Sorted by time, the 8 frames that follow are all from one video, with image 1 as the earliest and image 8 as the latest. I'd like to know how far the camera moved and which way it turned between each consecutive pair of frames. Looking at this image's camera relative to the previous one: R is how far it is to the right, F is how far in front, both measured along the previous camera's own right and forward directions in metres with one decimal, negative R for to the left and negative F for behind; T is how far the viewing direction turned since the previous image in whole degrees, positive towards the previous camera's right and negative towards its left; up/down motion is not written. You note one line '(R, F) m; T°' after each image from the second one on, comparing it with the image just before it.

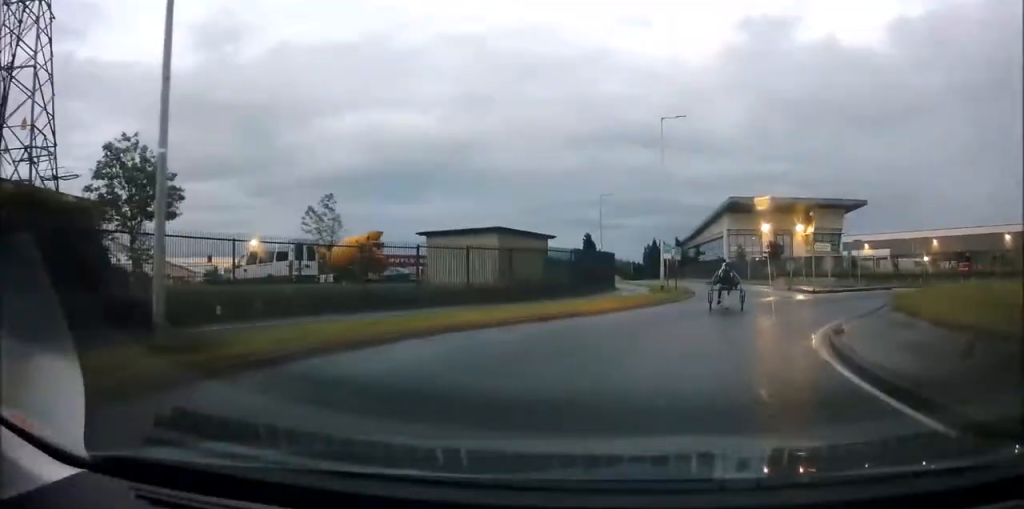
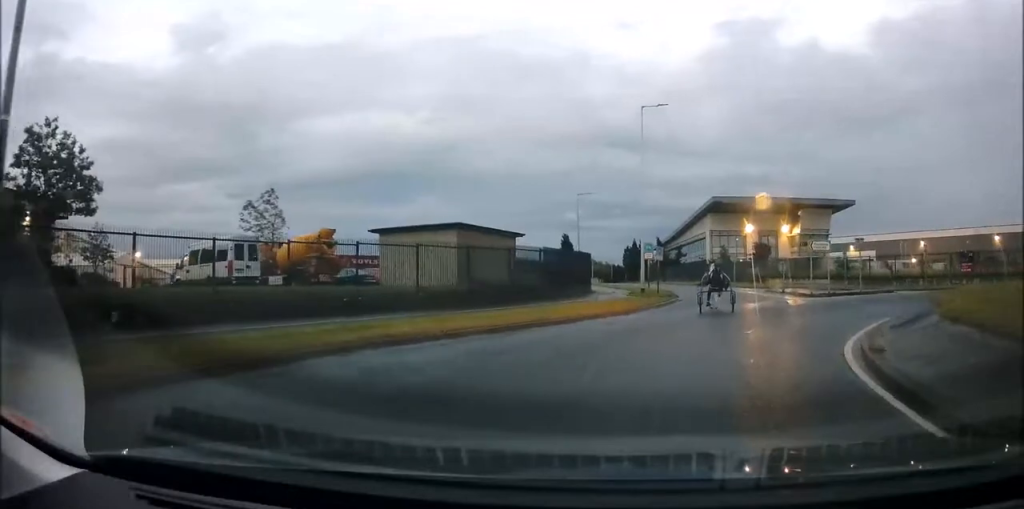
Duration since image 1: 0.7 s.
(+0.1, +3.1) m; +3°
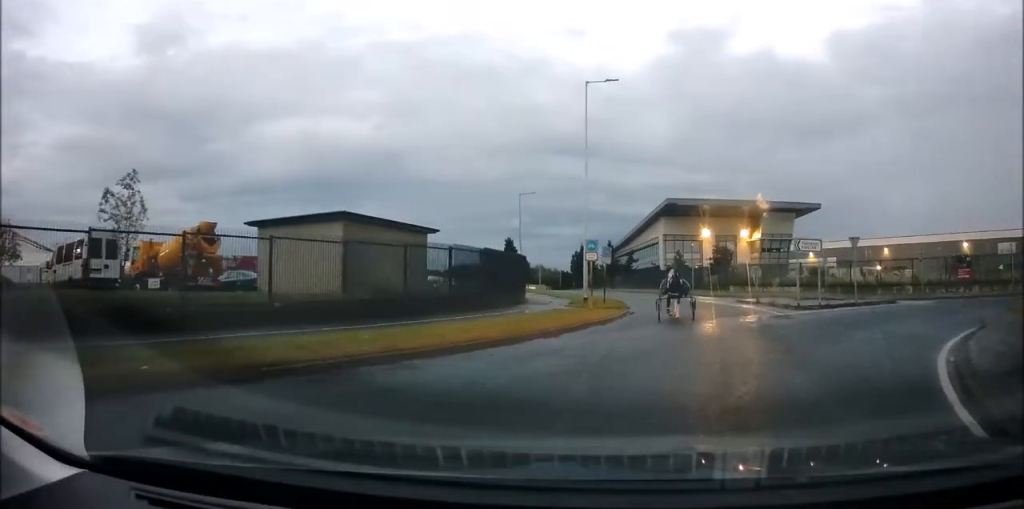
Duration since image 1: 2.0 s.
(+0.2, +5.7) m; +2°
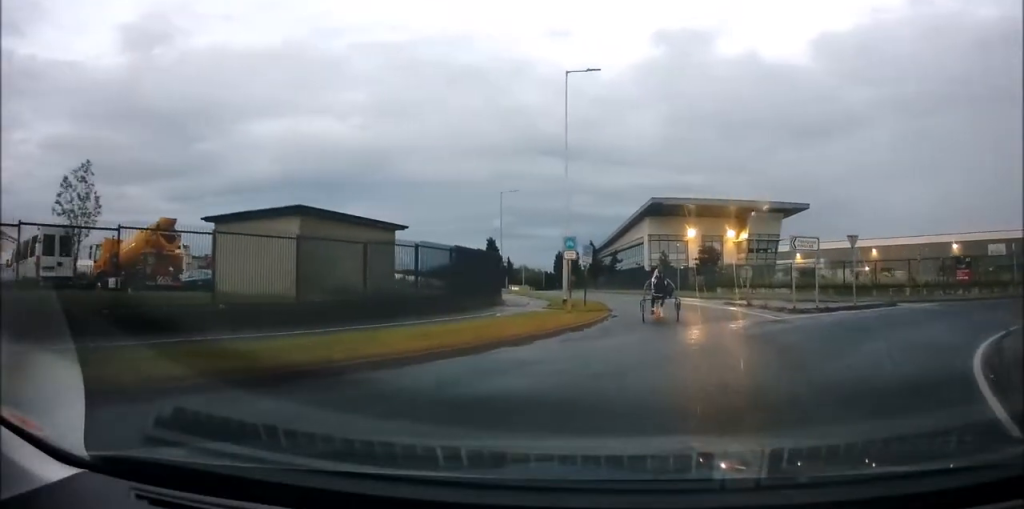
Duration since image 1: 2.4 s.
(-0.1, +1.7) m; 0°
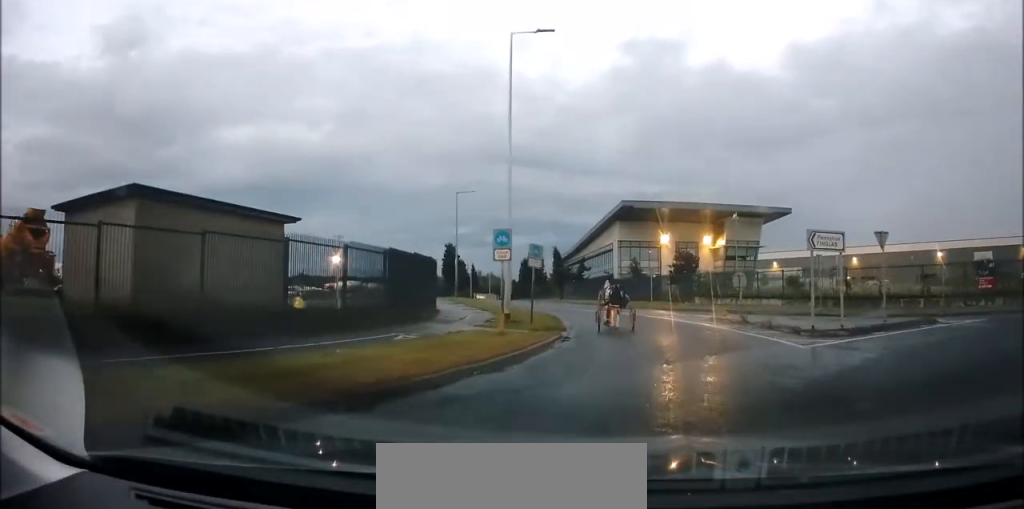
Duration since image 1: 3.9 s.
(+0.2, +5.9) m; +4°
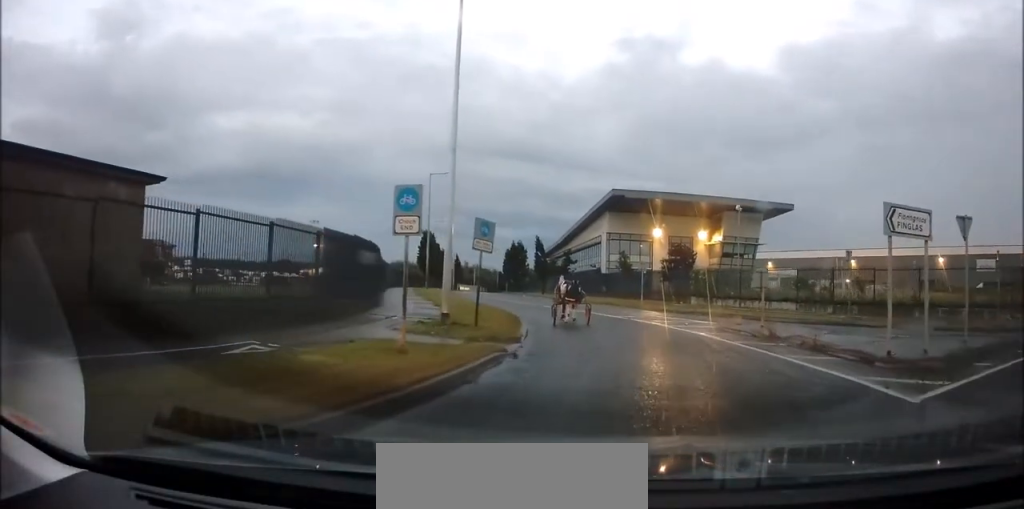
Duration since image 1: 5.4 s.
(+0.3, +6.1) m; 0°
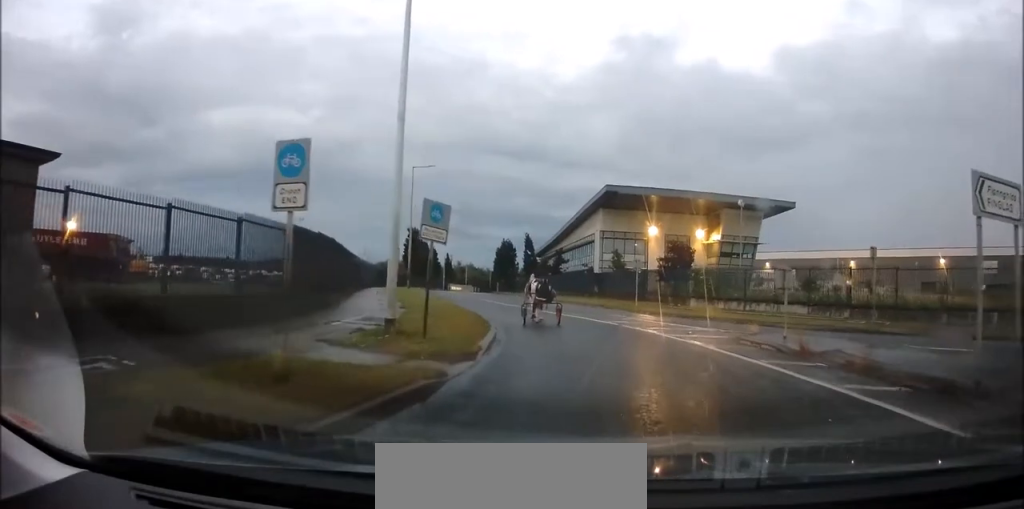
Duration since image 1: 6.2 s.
(-0.3, +3.6) m; +1°
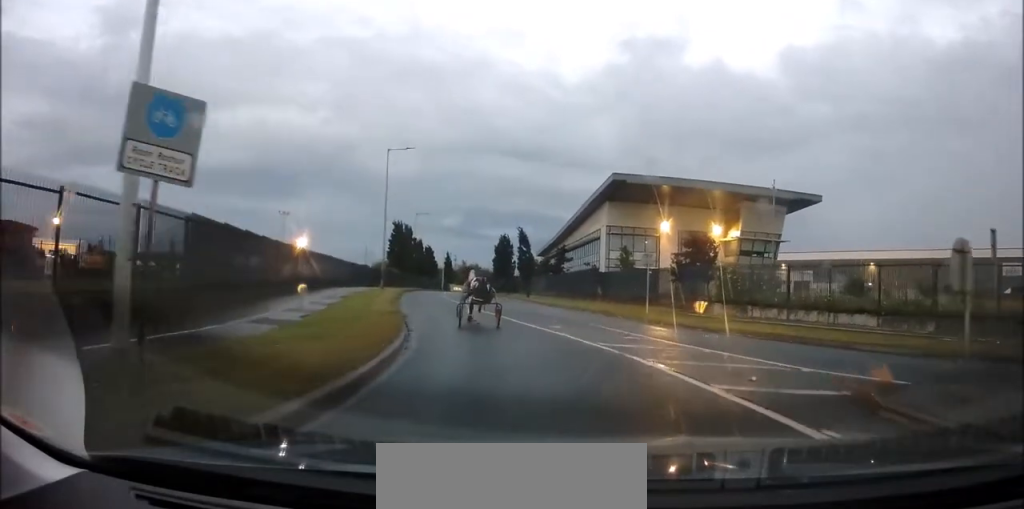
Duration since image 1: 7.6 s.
(+0.2, +8.4) m; -5°
